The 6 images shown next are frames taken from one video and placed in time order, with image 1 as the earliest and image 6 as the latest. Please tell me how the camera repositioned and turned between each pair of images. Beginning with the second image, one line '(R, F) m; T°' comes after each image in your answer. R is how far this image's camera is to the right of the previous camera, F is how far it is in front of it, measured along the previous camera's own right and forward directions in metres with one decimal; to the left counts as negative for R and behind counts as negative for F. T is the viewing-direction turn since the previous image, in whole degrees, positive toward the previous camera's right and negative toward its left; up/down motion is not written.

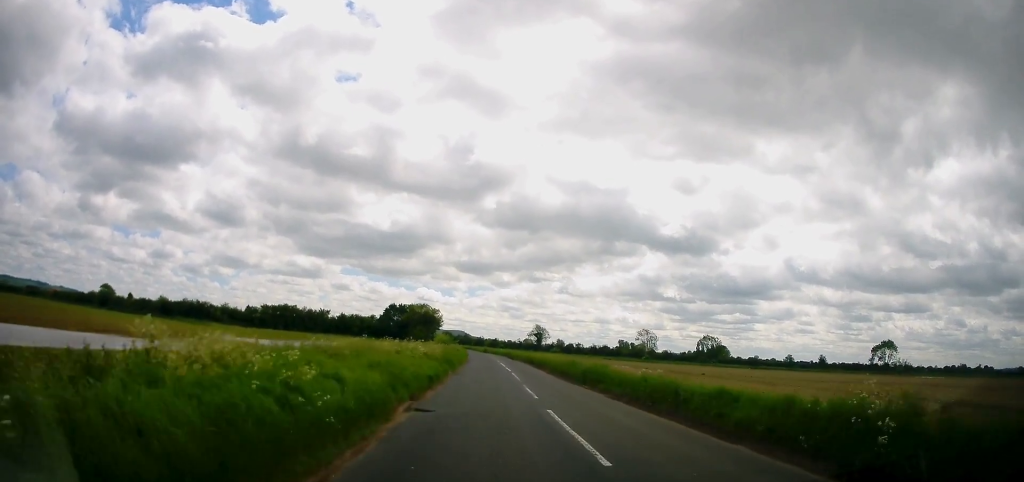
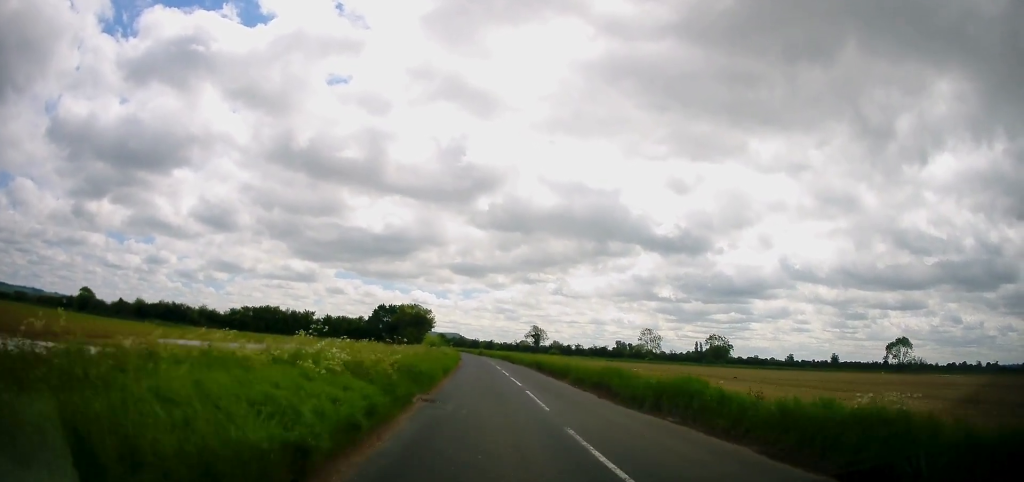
(-0.1, +11.4) m; 0°
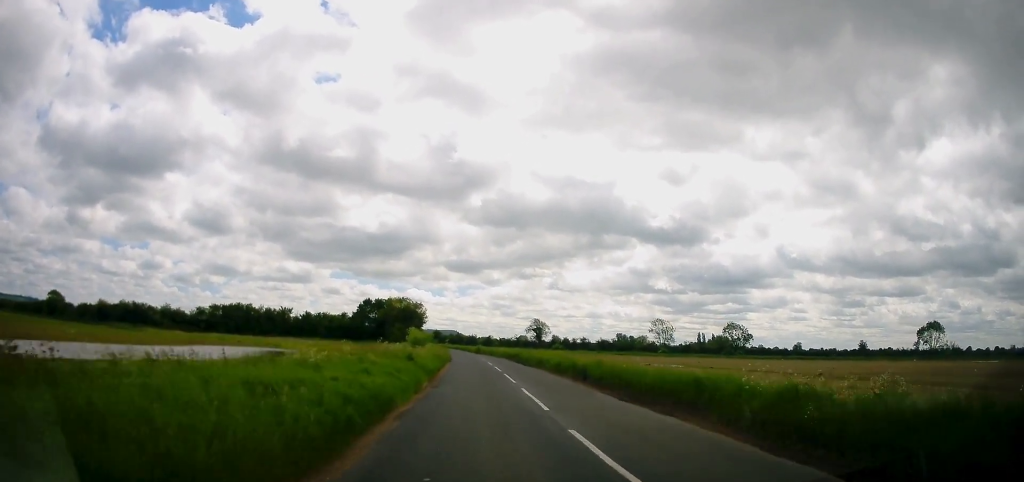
(+0.3, +18.7) m; 0°
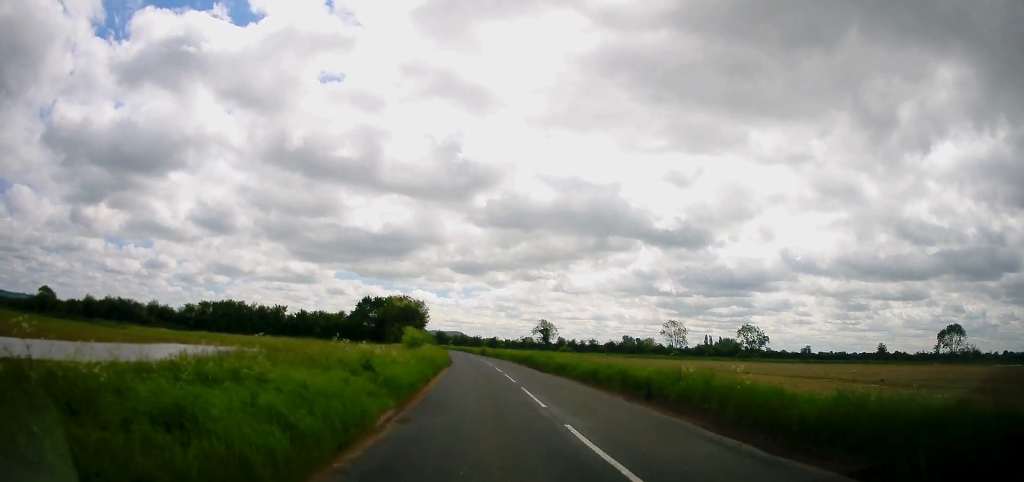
(-0.1, +8.3) m; 0°
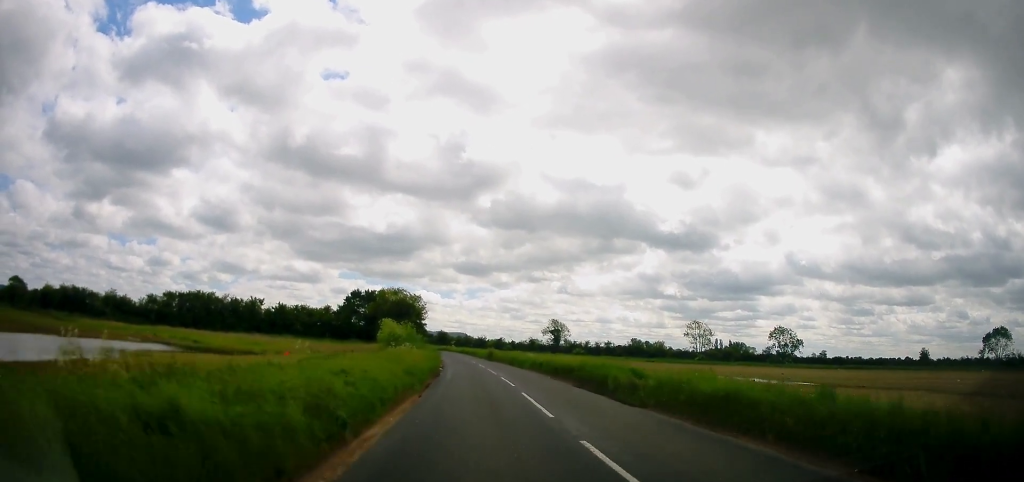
(-0.1, +19.3) m; -1°
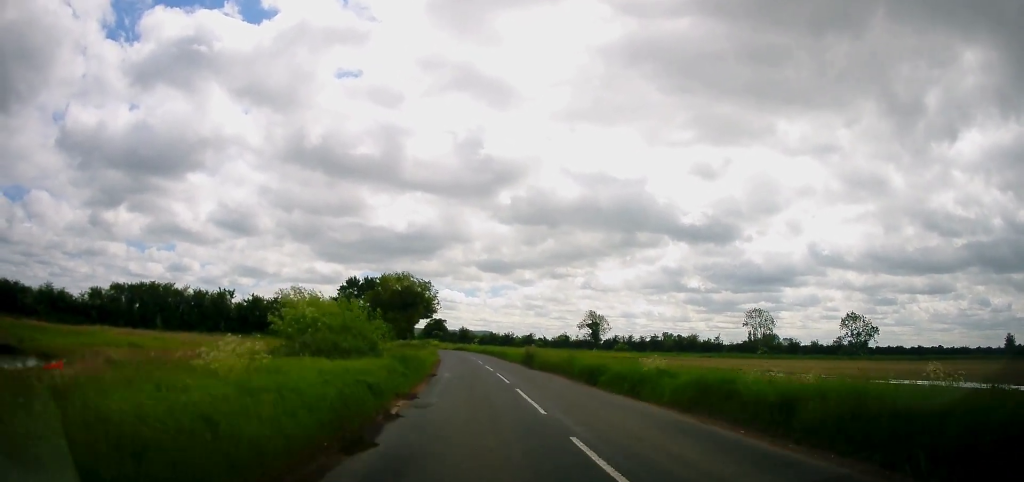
(-0.5, +26.6) m; -2°
